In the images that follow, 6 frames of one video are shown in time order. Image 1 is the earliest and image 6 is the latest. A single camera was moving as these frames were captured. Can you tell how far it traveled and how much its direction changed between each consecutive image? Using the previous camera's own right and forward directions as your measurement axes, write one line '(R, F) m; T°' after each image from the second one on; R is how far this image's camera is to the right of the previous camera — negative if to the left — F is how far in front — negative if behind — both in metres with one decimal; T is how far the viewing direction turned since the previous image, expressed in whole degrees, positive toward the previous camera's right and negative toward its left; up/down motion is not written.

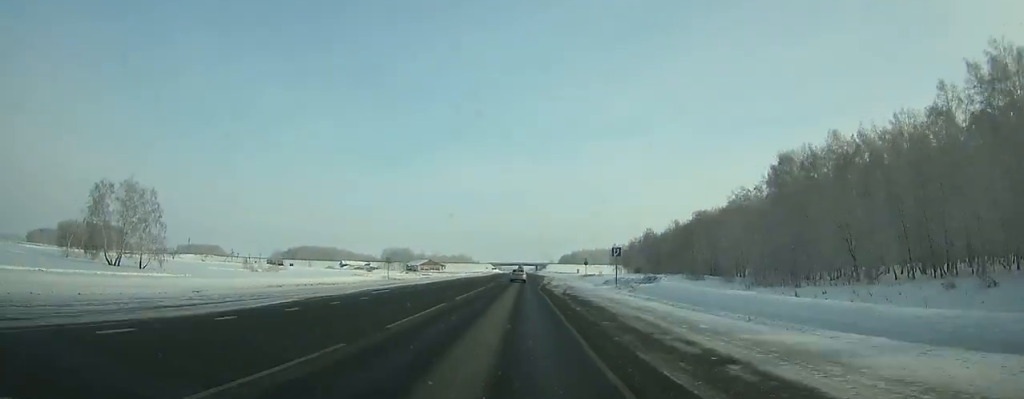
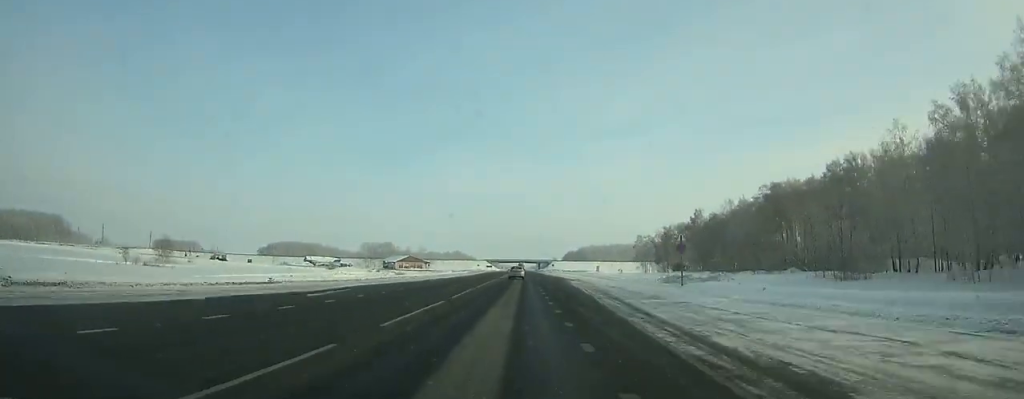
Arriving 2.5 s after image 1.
(-0.1, +61.0) m; 0°
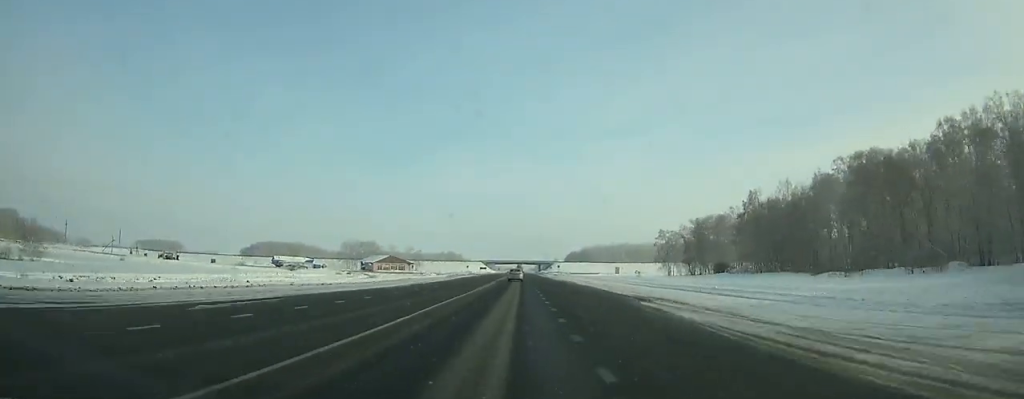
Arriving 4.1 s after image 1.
(-0.1, +39.0) m; 0°
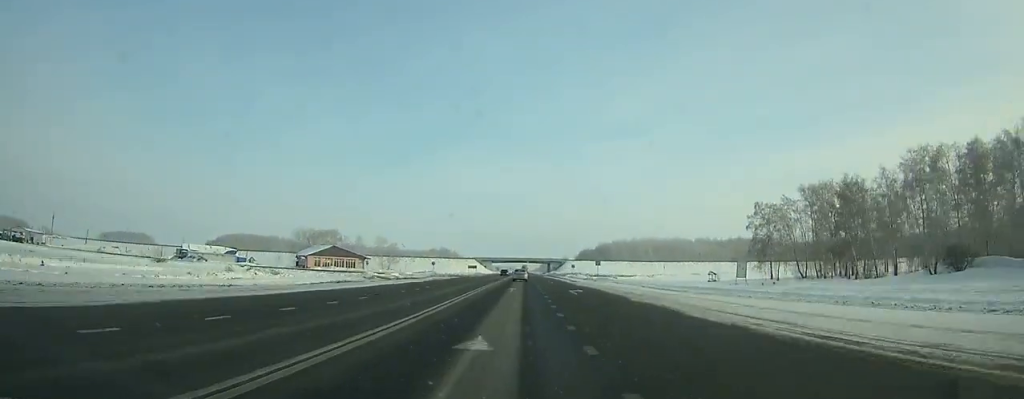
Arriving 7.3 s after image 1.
(-0.1, +78.4) m; 0°
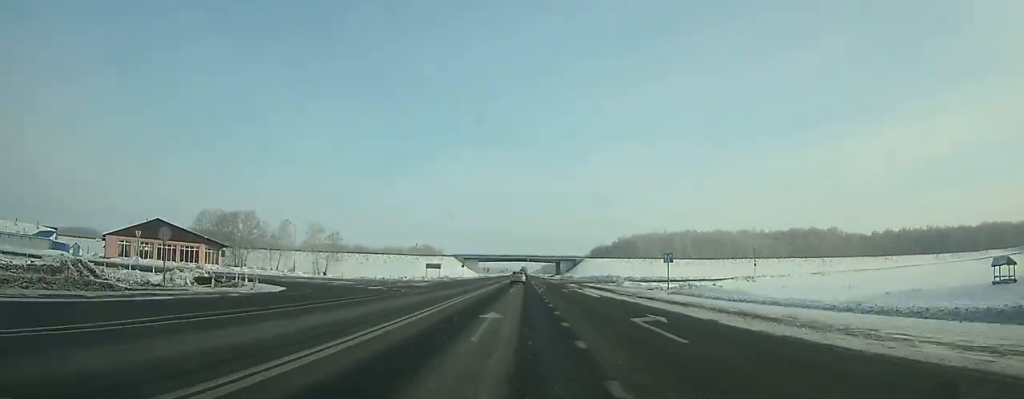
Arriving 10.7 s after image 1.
(-0.2, +84.0) m; 0°
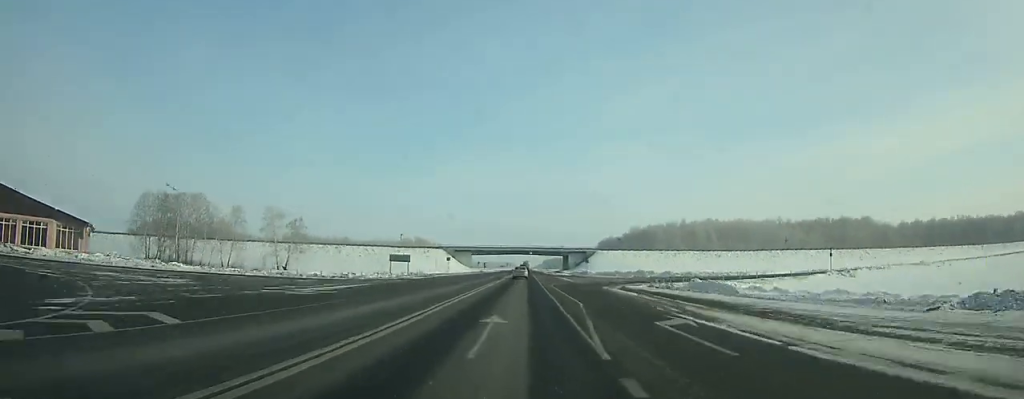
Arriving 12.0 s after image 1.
(0.0, +32.4) m; 0°
